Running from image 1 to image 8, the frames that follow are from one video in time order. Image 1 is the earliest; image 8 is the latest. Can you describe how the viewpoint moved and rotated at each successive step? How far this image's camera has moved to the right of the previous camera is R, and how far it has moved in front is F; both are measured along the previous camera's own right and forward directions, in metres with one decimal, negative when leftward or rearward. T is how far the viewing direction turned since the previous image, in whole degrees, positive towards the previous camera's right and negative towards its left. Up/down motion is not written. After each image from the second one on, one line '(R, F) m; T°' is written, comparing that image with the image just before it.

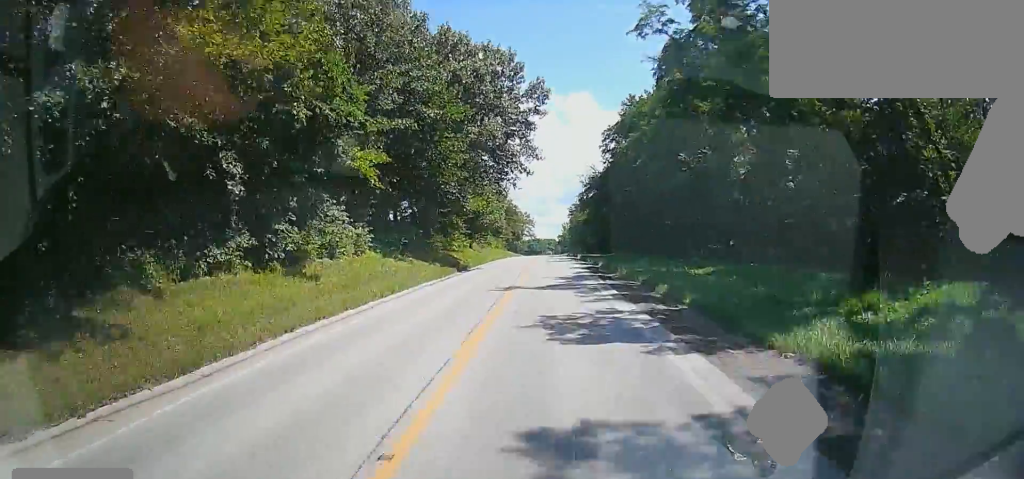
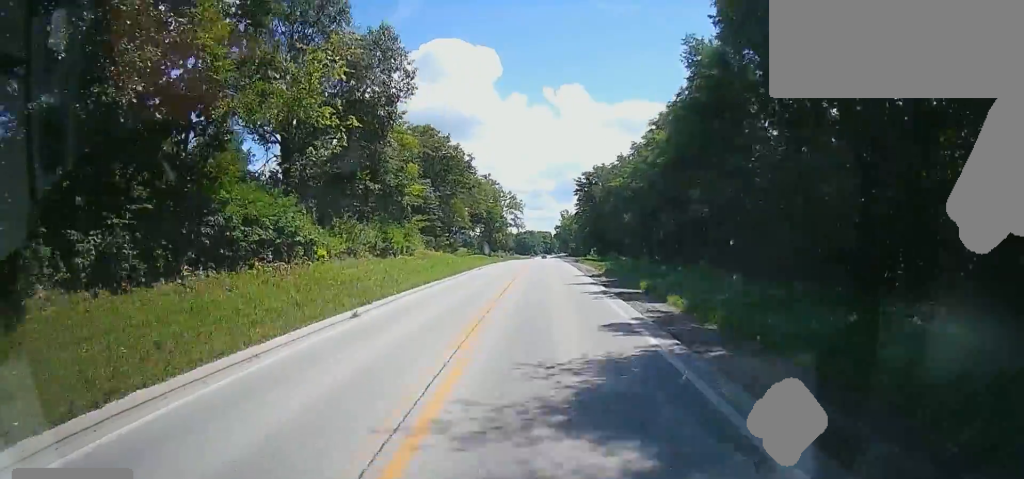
(-0.8, +76.8) m; 0°
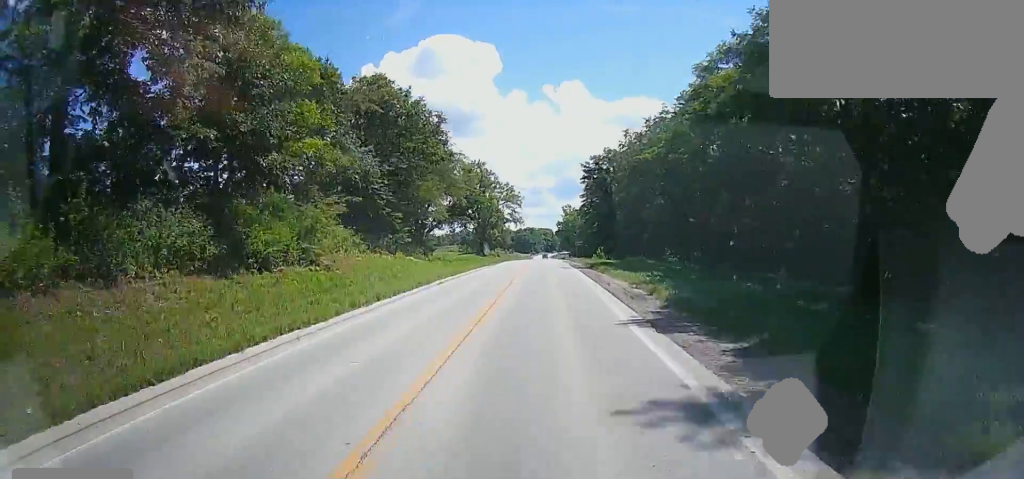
(+0.1, +20.4) m; +1°
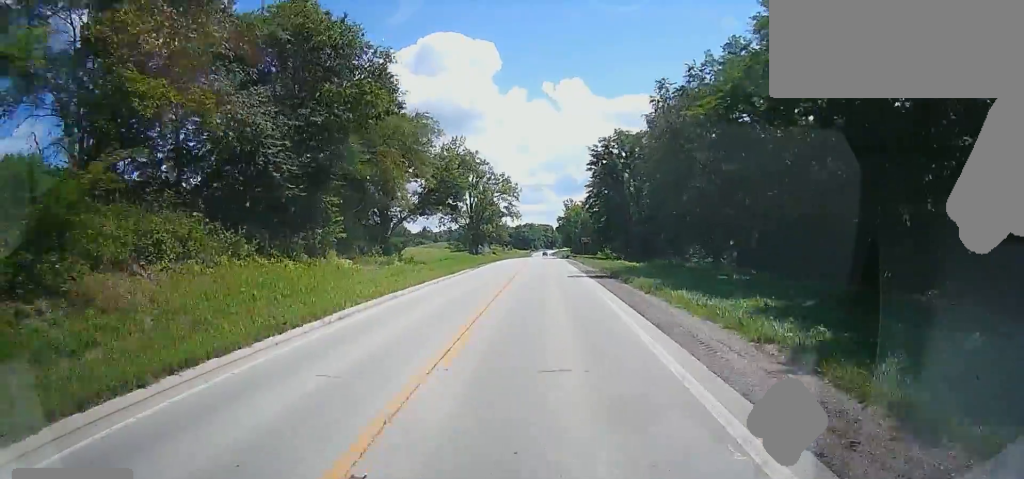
(+0.2, +16.6) m; +1°
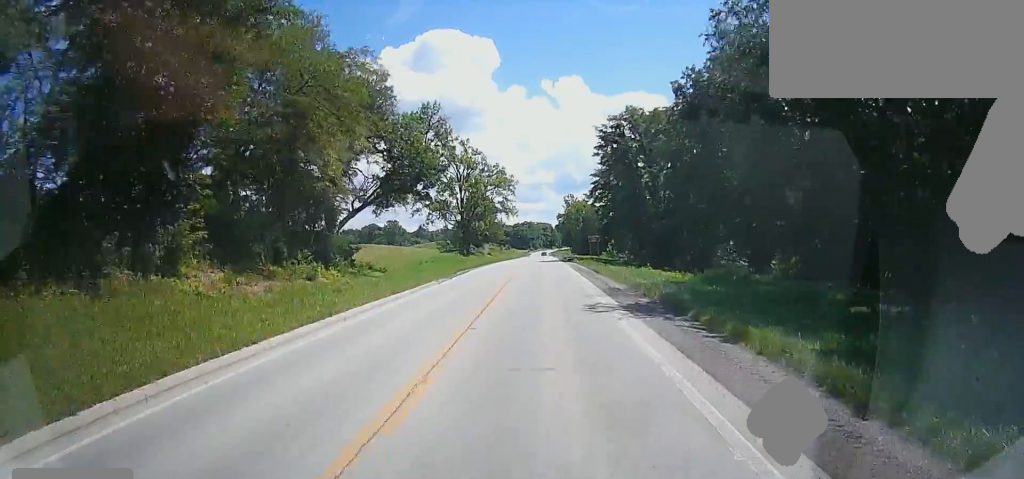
(+0.4, +15.2) m; 0°
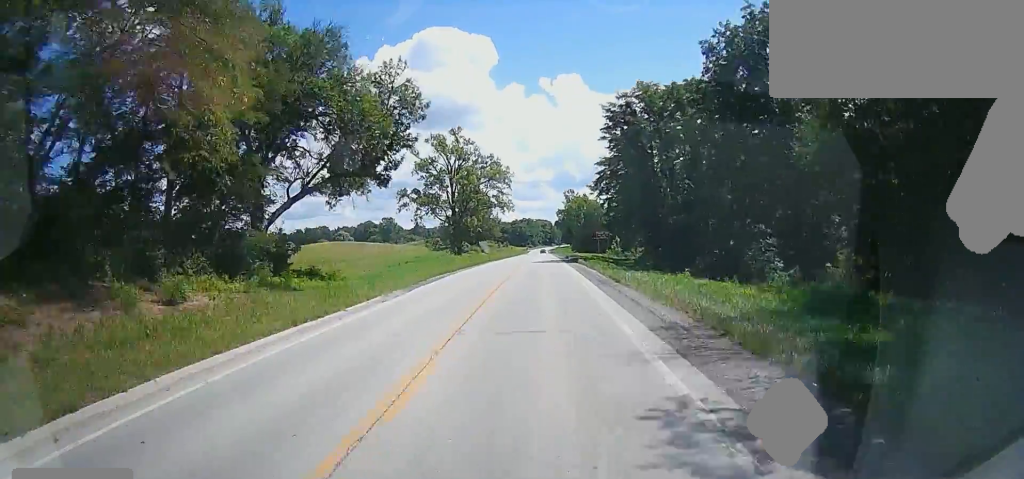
(-0.3, +13.0) m; 0°
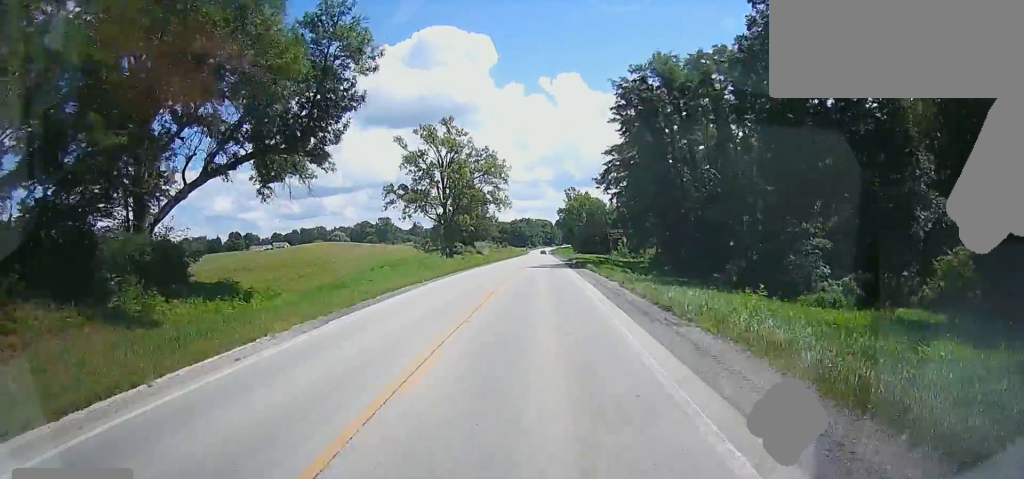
(-0.3, +11.2) m; 0°
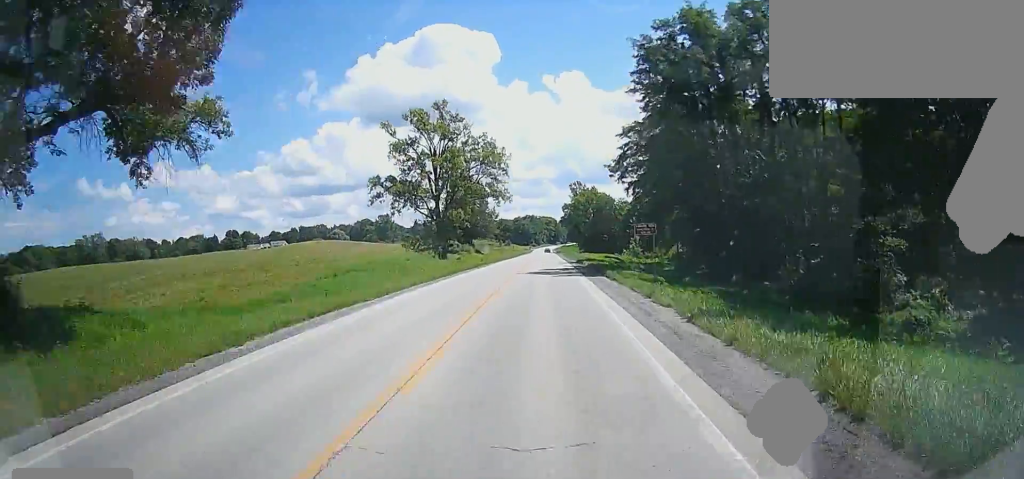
(+0.1, +12.3) m; 0°
